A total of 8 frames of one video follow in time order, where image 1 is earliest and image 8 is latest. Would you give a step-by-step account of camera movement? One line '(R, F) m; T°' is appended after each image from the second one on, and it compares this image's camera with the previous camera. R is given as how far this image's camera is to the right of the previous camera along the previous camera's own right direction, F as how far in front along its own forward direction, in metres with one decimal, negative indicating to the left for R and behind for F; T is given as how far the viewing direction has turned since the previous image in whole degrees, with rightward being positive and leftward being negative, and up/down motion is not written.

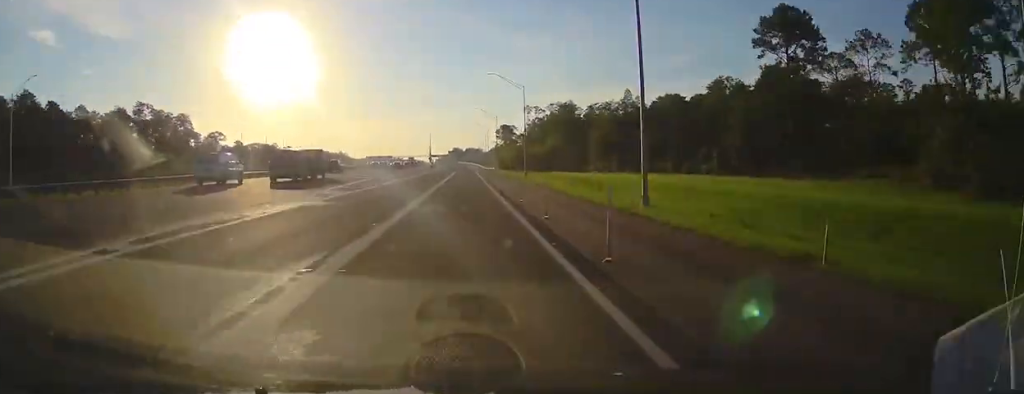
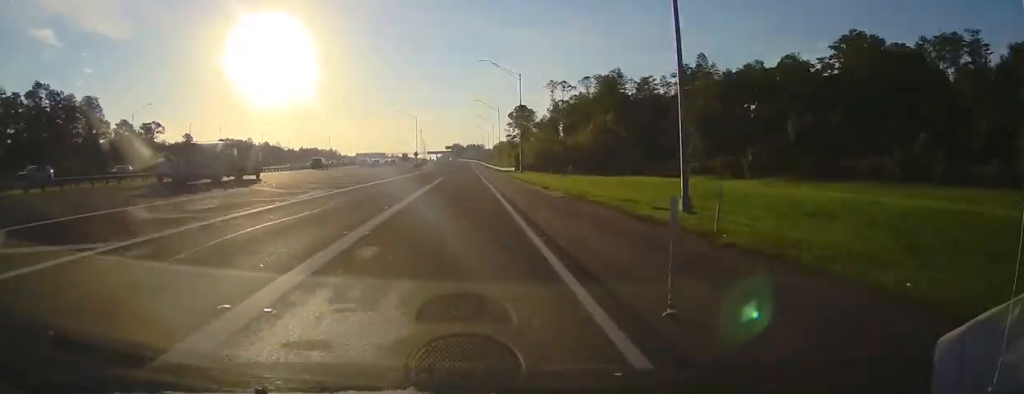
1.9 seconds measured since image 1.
(+0.6, +56.4) m; 0°
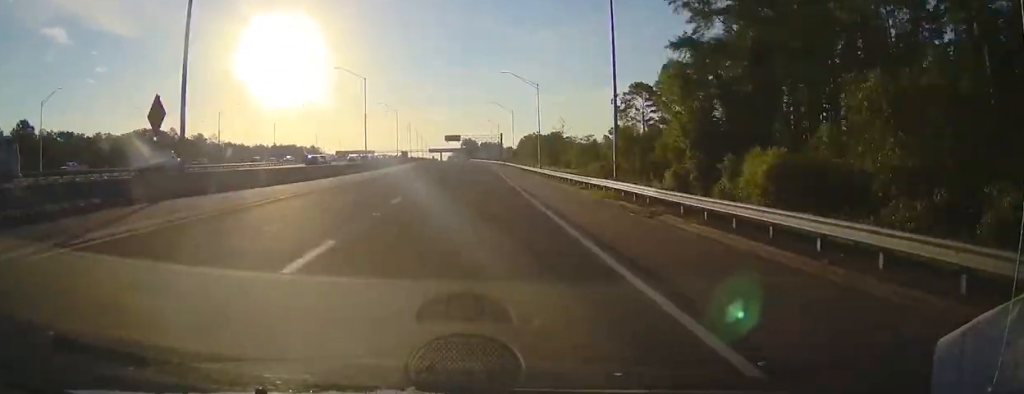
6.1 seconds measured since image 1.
(-1.5, +121.2) m; -2°
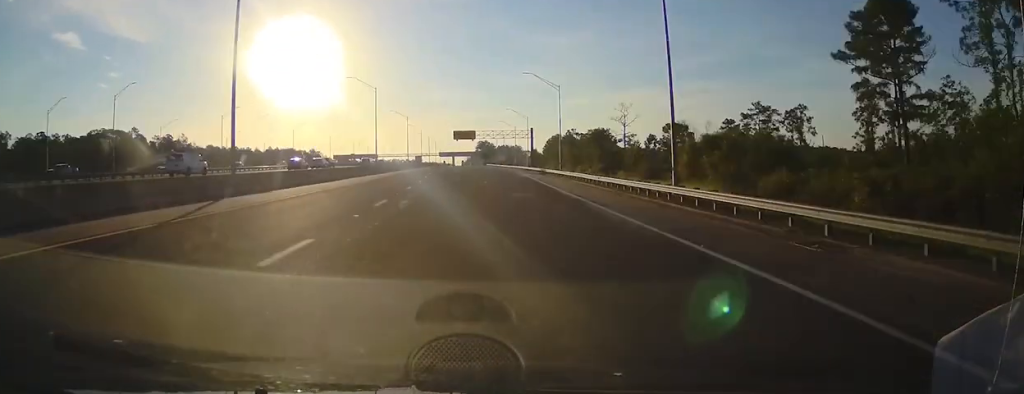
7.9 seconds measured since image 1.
(-0.1, +46.4) m; -1°
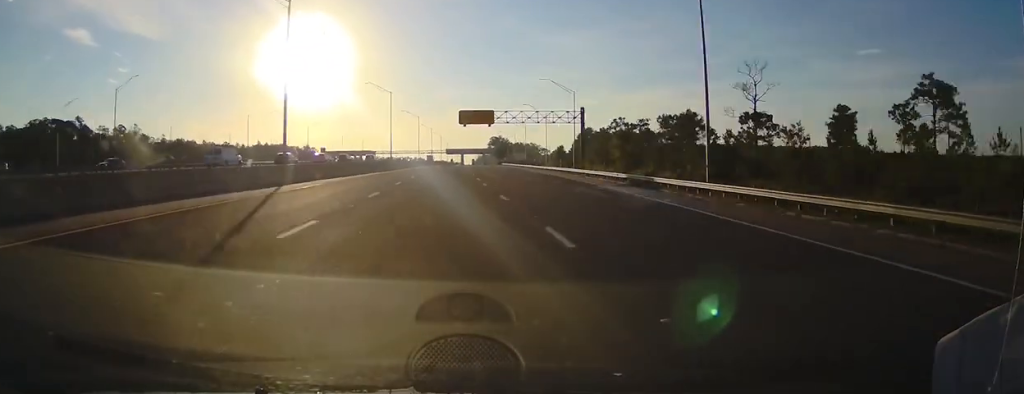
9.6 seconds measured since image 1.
(-1.2, +43.4) m; -1°
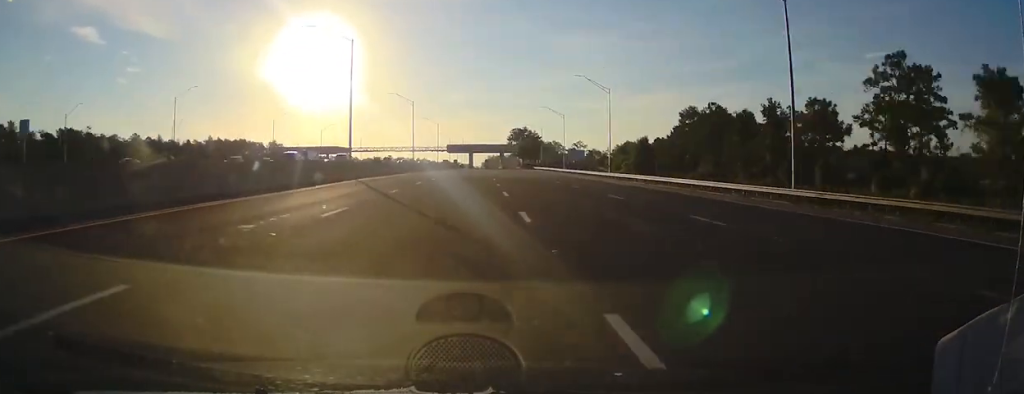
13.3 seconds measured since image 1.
(-1.1, +87.6) m; +1°
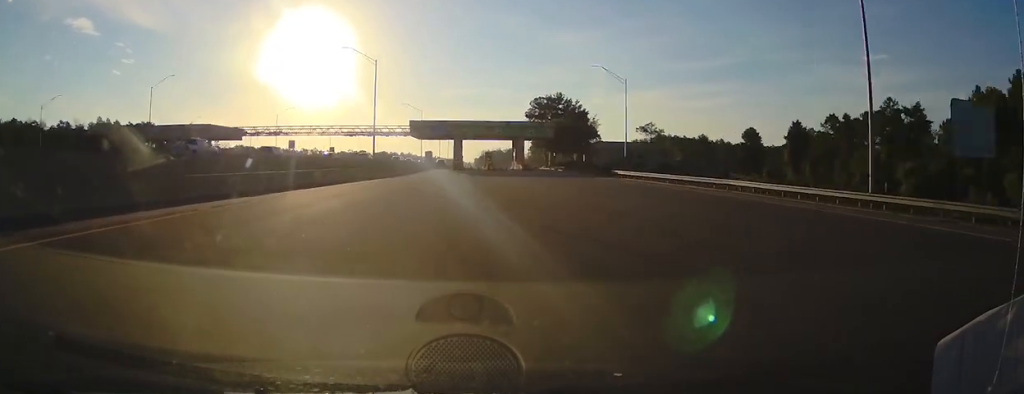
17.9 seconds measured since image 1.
(+2.8, +90.6) m; +5°
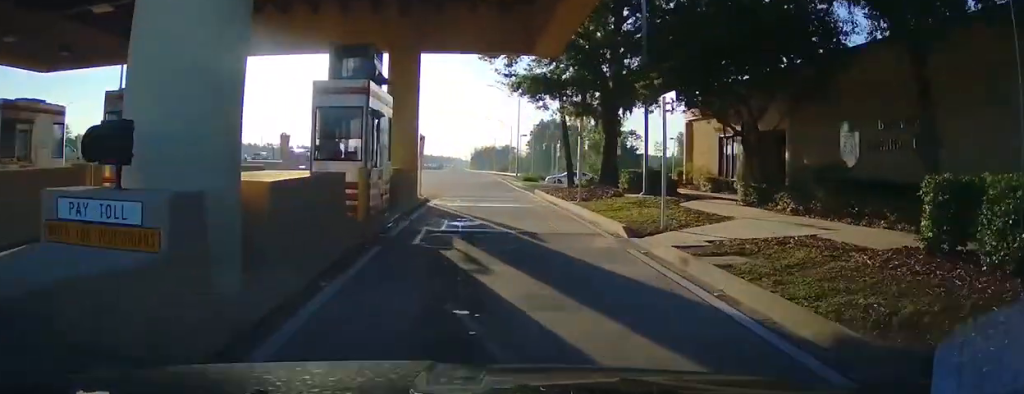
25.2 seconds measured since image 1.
(+3.4, +58.3) m; +4°
